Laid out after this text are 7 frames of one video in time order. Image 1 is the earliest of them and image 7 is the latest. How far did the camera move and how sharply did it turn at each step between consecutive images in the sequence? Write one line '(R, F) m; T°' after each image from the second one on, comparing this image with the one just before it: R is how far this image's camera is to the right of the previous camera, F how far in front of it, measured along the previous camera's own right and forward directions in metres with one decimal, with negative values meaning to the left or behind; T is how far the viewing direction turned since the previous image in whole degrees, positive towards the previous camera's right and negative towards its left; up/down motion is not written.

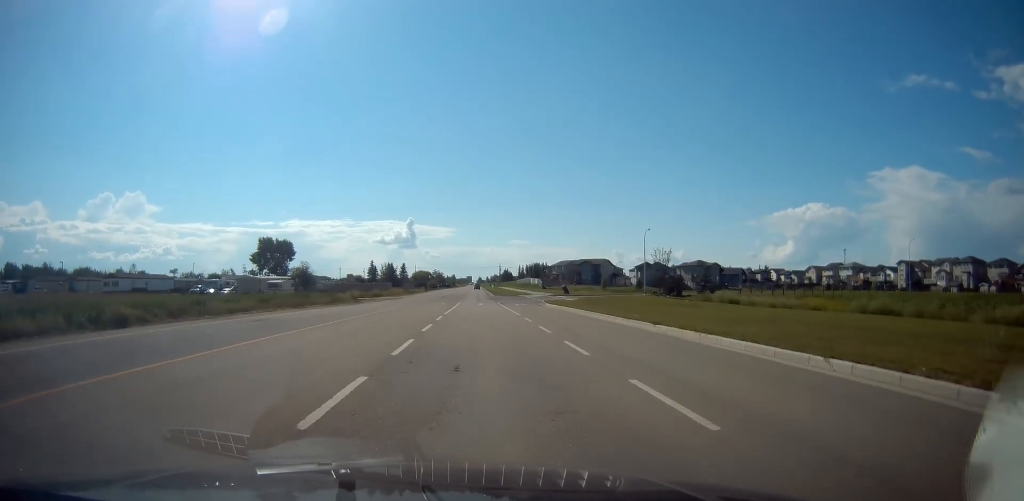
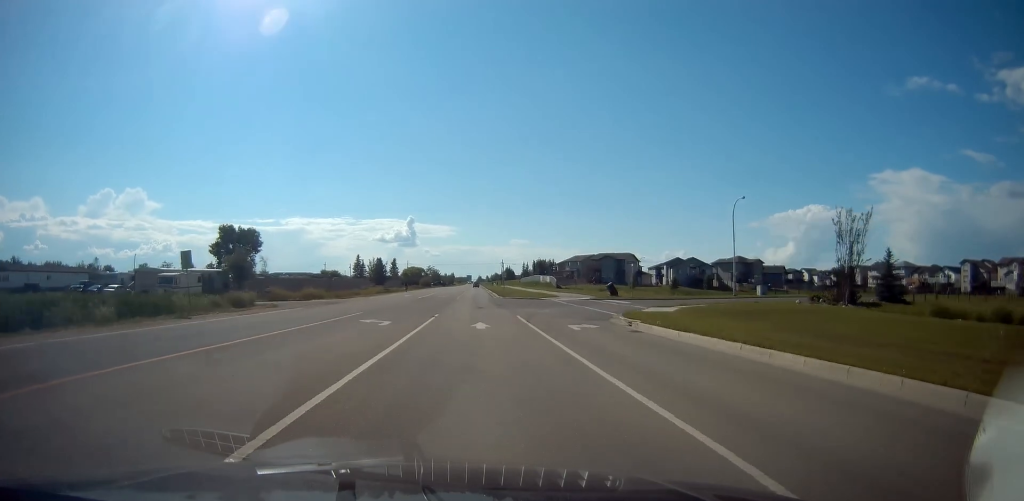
(+0.1, +30.5) m; +2°
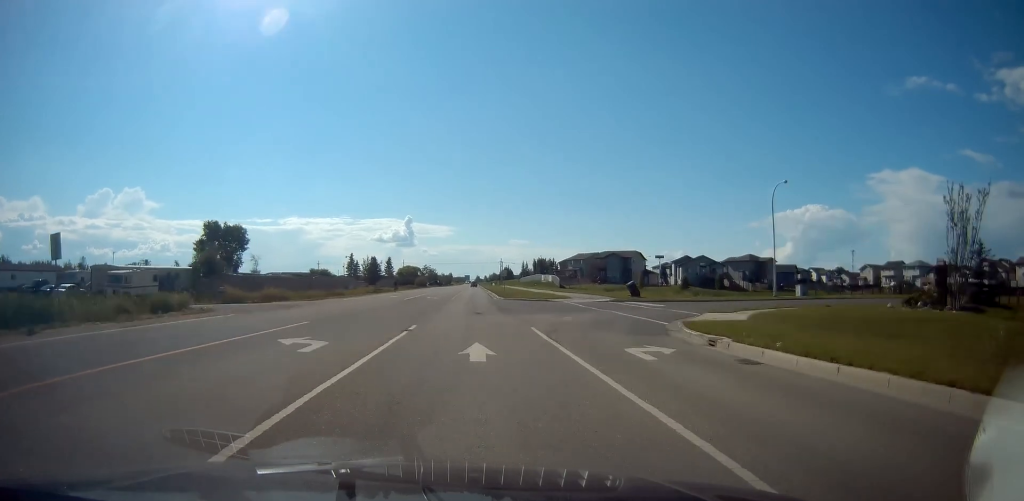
(+0.3, +7.9) m; 0°
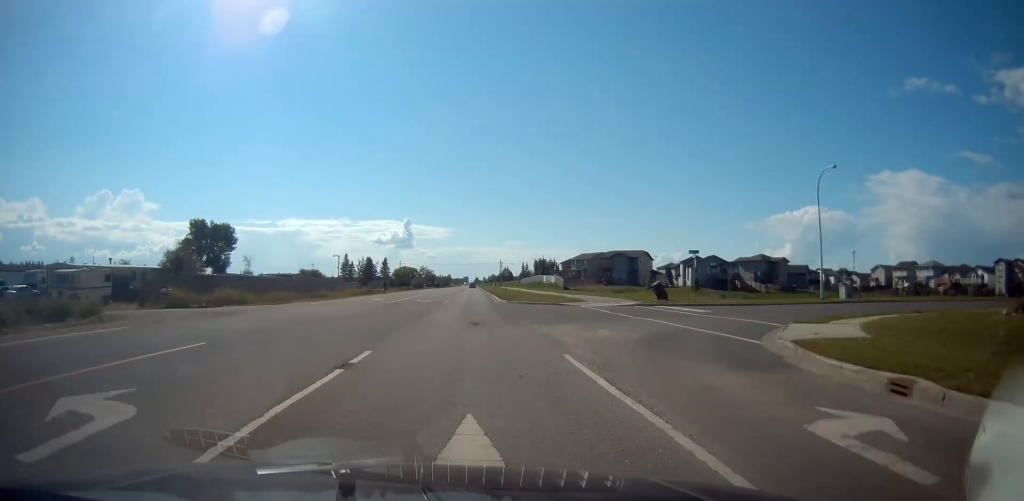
(+0.1, +7.4) m; 0°
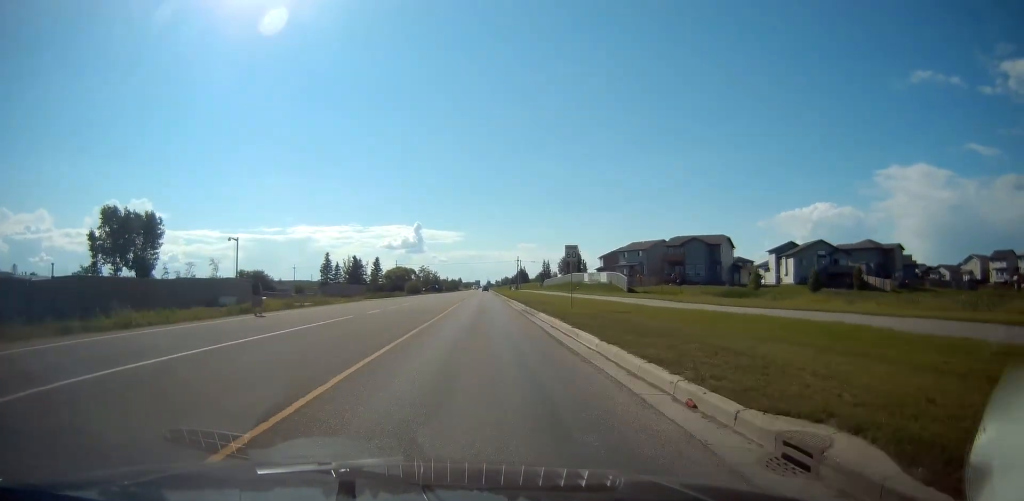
(-1.2, +43.1) m; -2°
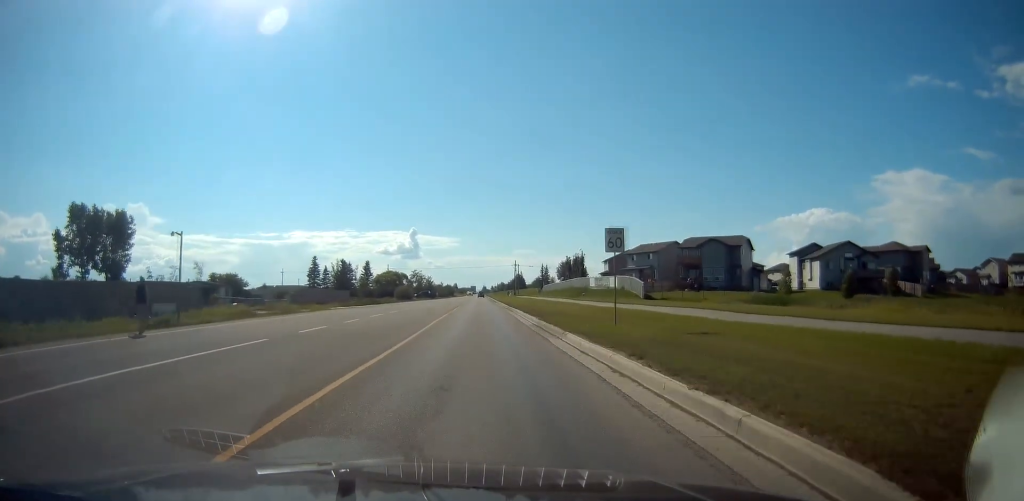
(0.0, +9.6) m; 0°
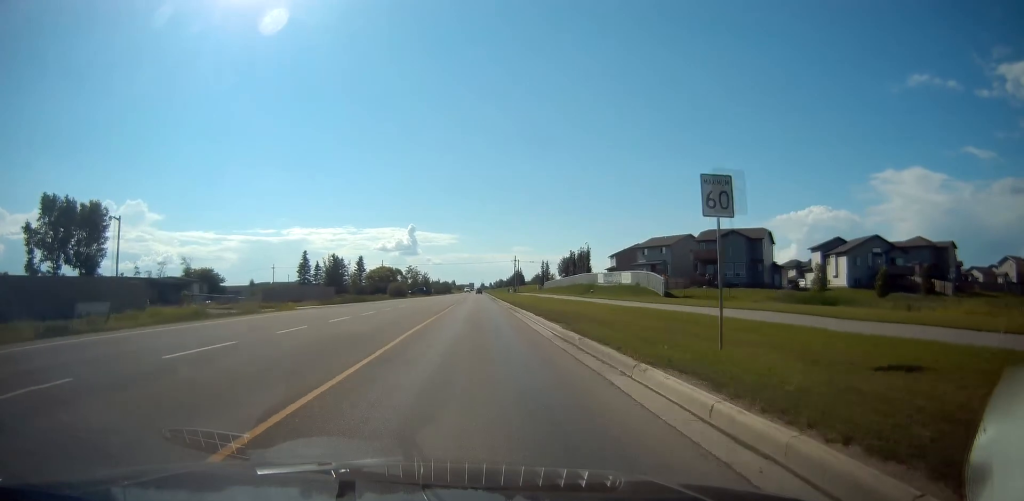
(0.0, +8.0) m; 0°
